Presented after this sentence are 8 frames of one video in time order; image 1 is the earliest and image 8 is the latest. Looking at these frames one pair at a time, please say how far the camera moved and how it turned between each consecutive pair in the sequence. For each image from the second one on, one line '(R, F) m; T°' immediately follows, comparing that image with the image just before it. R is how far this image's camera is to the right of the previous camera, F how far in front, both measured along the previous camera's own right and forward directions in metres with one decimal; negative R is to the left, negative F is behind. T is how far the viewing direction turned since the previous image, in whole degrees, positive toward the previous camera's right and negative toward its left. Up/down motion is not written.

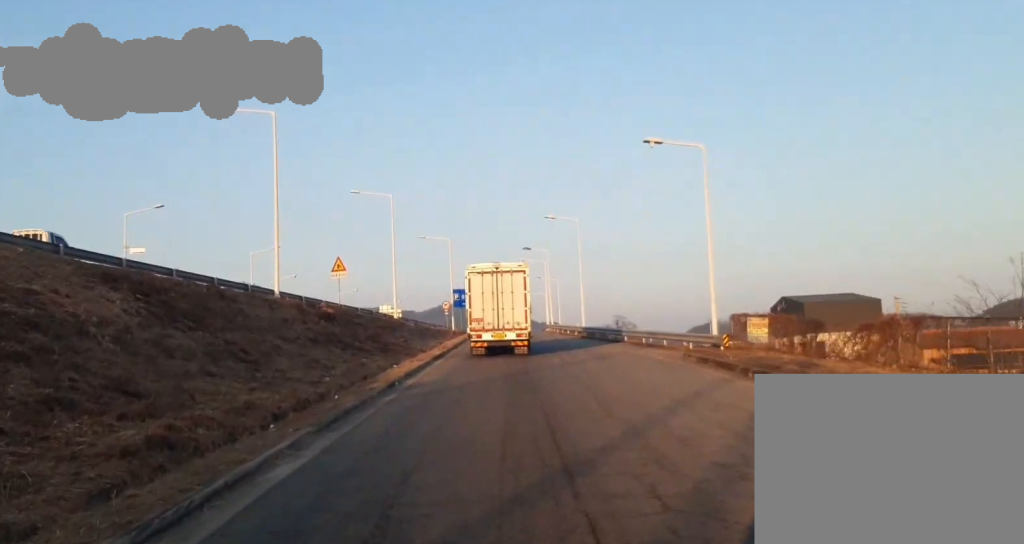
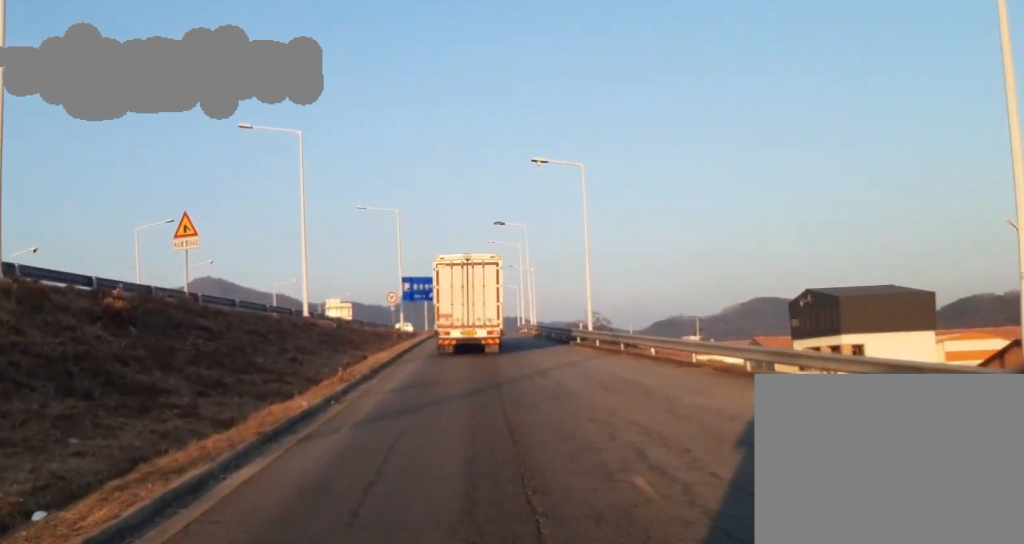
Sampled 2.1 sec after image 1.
(+3.9, +23.4) m; +9°
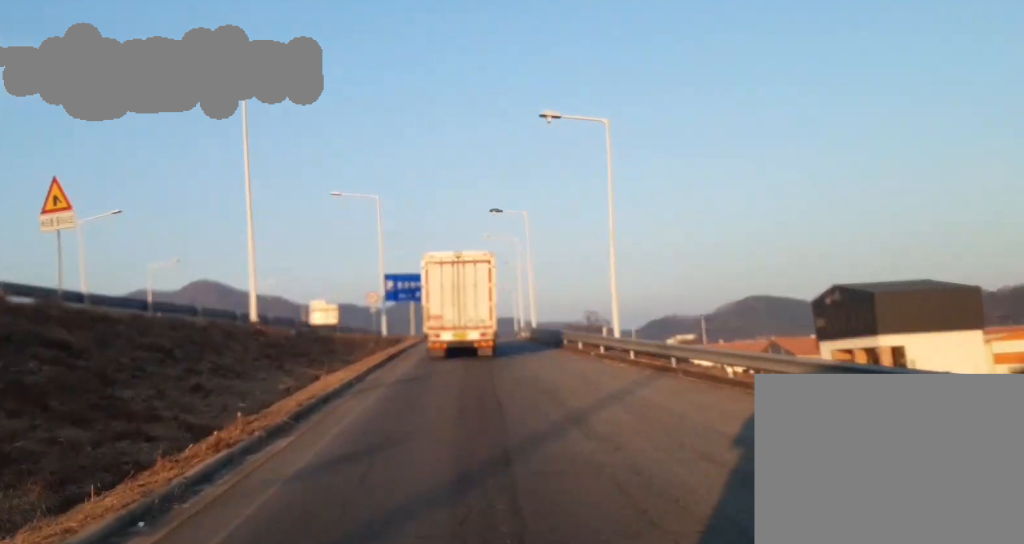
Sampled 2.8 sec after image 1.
(0.0, +9.5) m; -1°
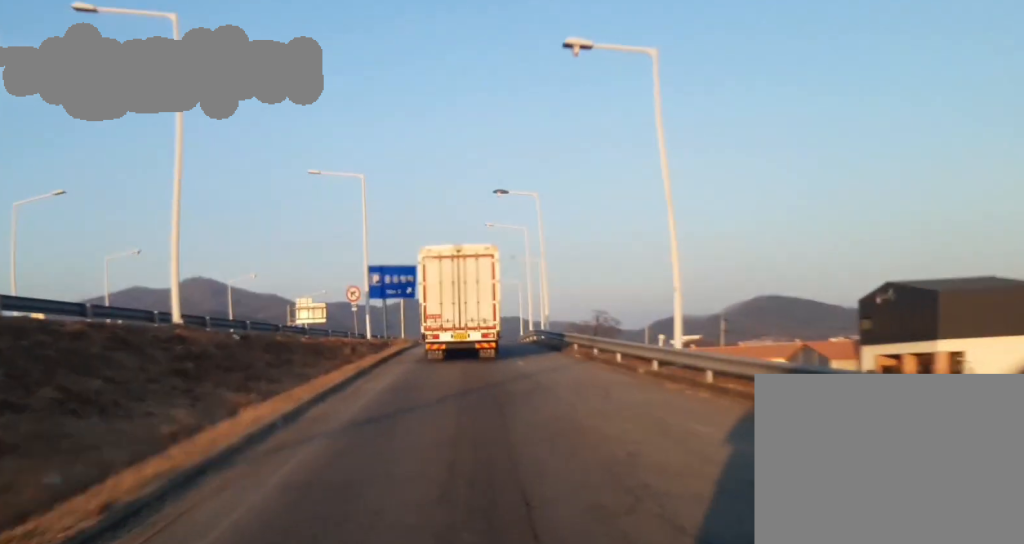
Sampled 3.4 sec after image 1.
(-0.2, +8.5) m; -1°
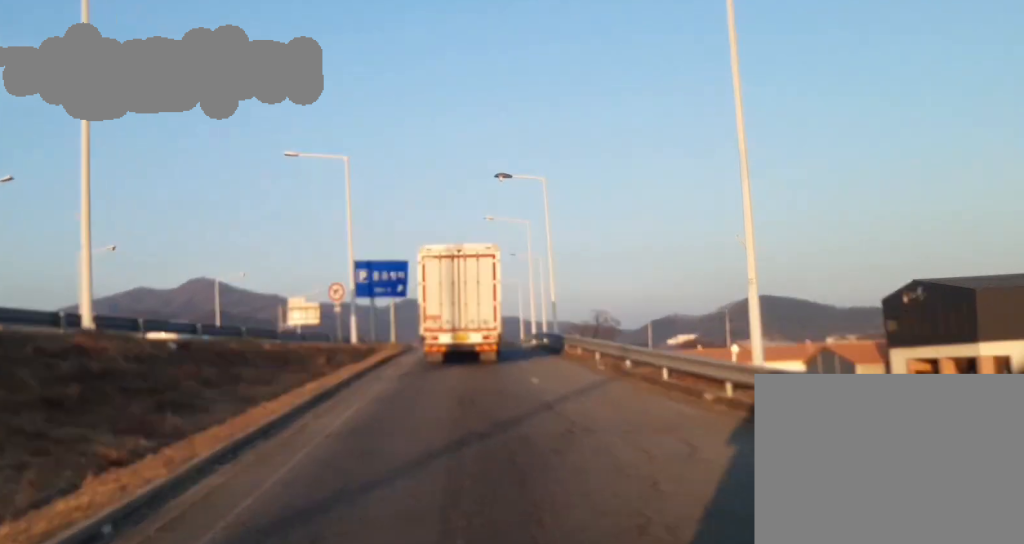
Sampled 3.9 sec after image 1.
(0.0, +6.5) m; 0°
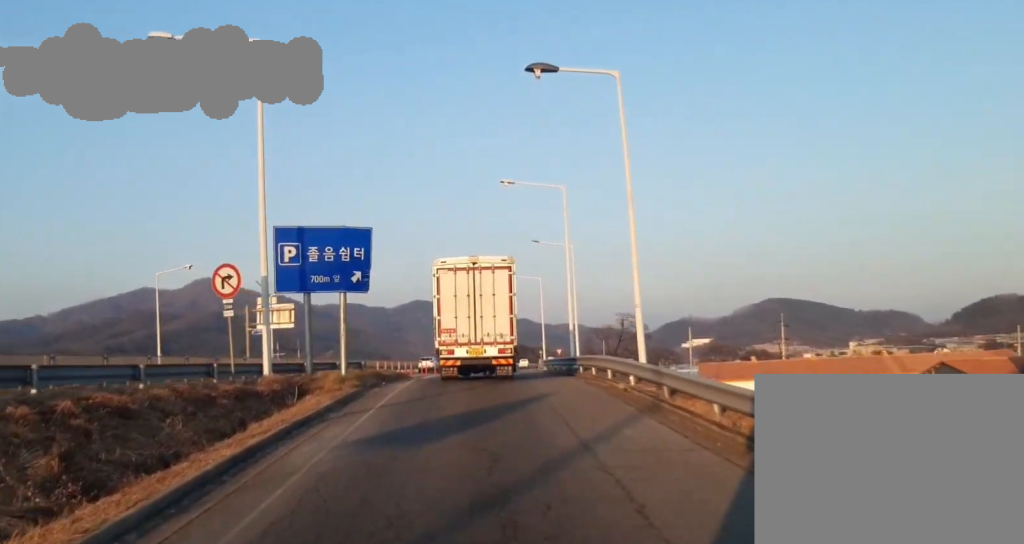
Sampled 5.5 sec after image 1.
(+0.2, +22.9) m; +1°
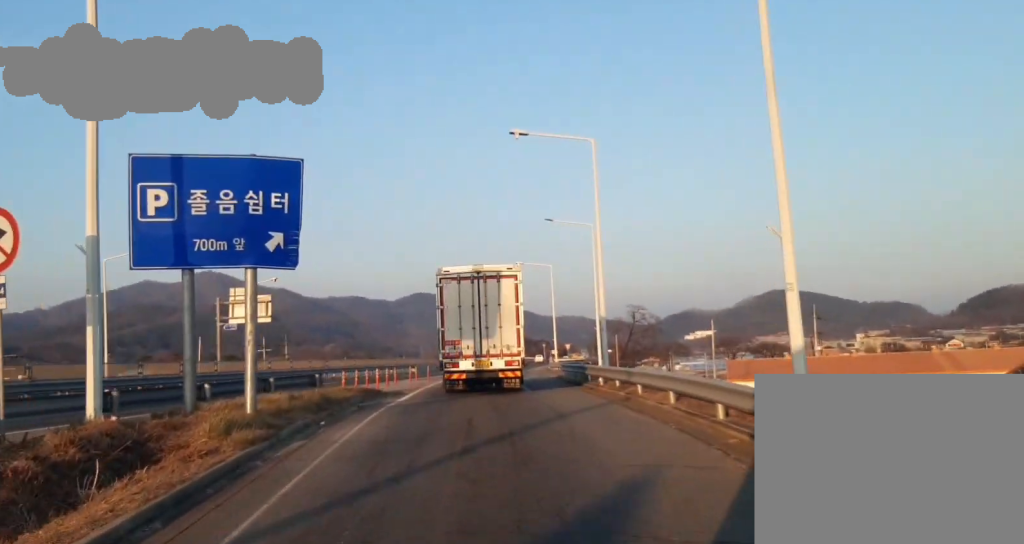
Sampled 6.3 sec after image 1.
(0.0, +12.0) m; +1°
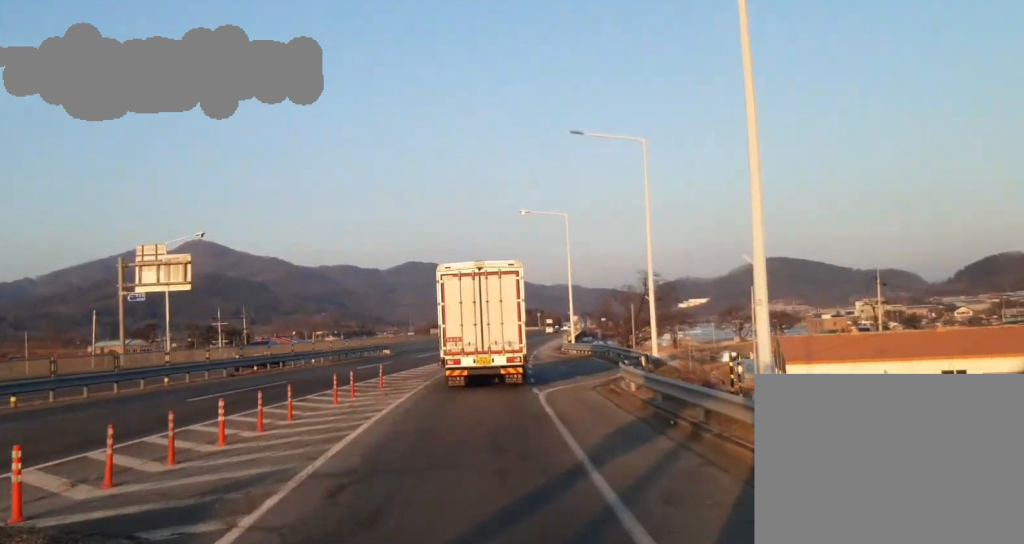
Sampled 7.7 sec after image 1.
(+0.5, +22.1) m; +2°
